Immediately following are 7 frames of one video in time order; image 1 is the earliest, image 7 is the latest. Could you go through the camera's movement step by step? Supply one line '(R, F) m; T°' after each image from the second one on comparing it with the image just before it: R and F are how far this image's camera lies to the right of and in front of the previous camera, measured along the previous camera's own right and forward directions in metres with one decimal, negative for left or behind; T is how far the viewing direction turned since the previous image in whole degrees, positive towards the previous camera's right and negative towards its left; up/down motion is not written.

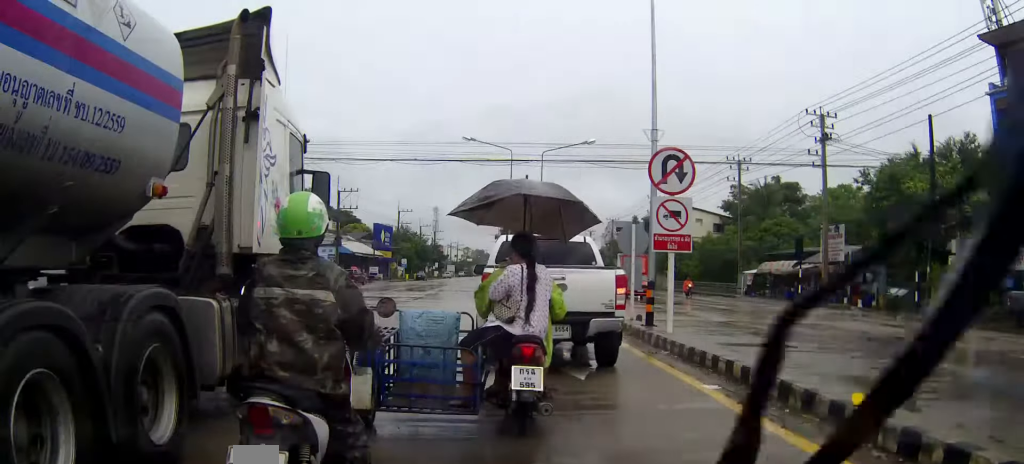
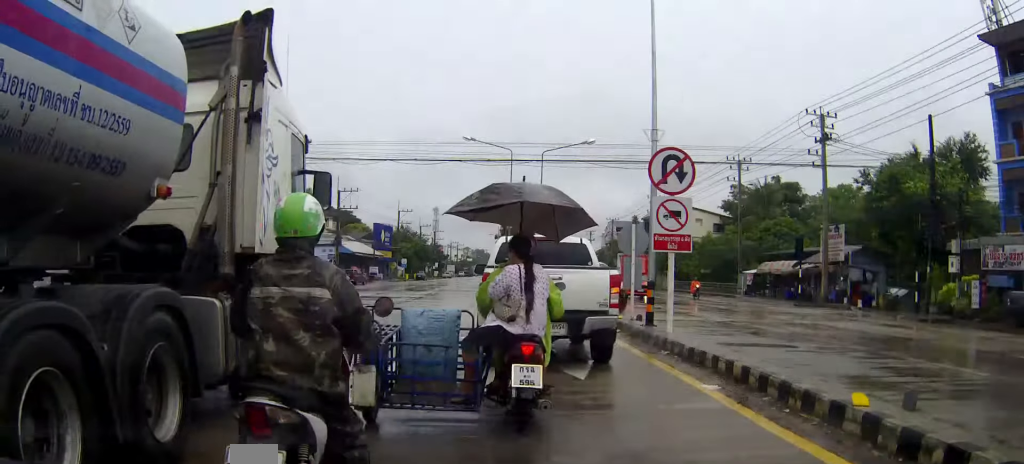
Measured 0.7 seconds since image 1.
(0.0, 0.0) m; 0°
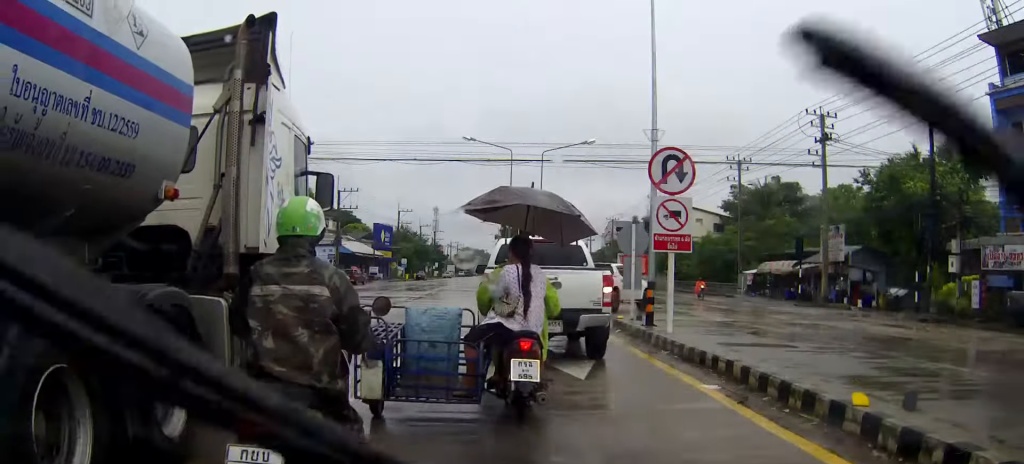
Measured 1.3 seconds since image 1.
(0.0, 0.0) m; 0°
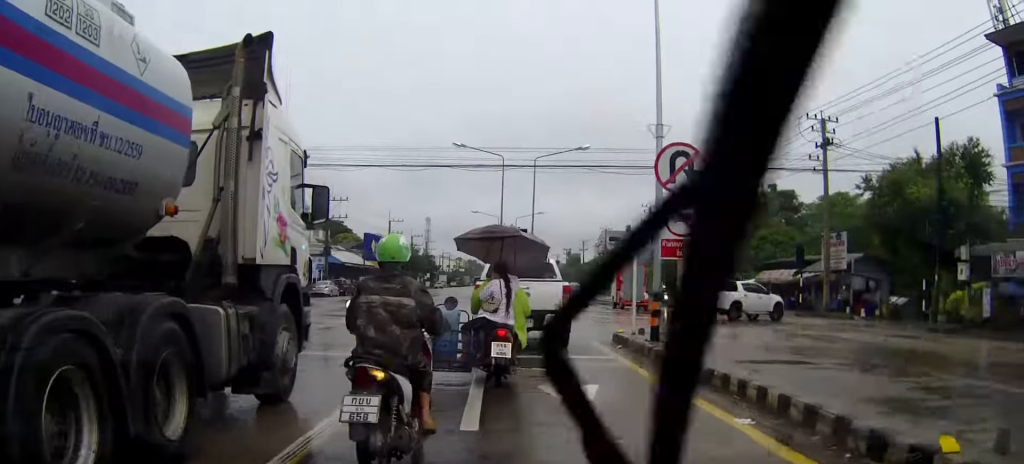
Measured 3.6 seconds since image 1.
(0.0, +0.4) m; 0°
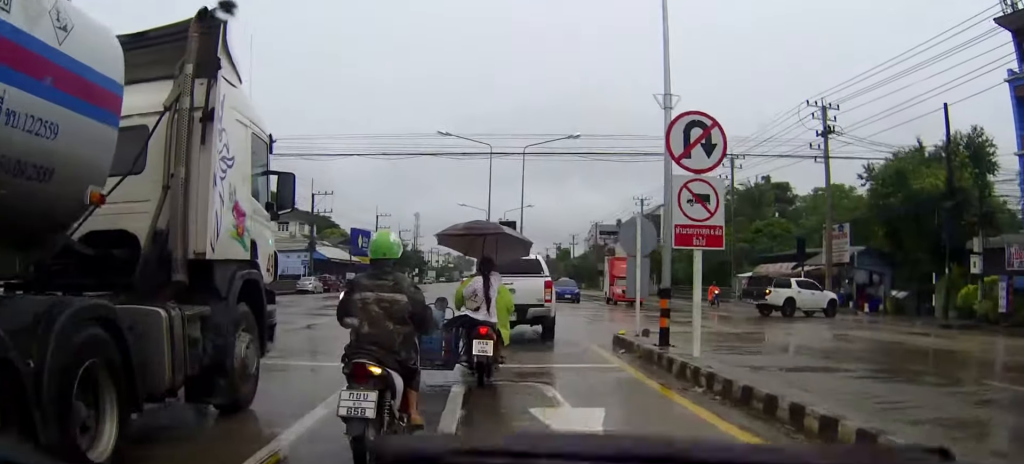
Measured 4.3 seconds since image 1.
(0.0, +0.4) m; 0°
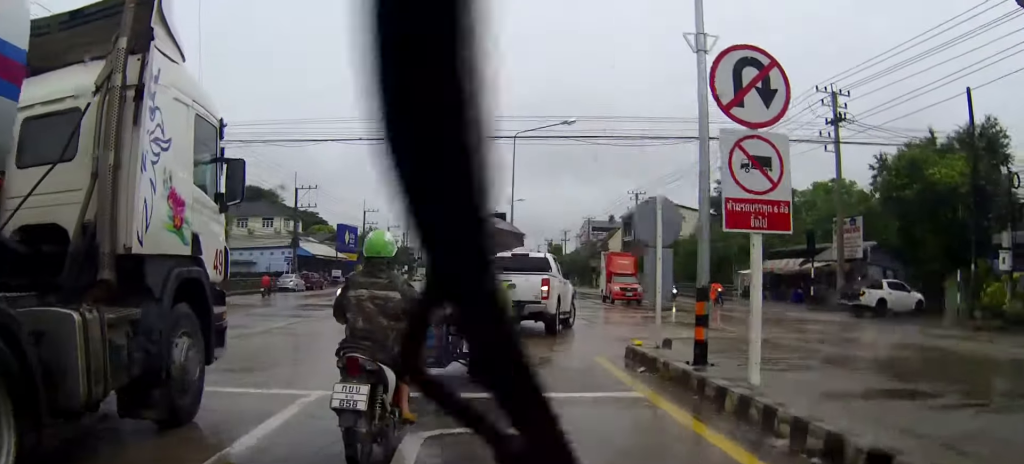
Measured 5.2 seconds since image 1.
(0.0, +1.6) m; 0°
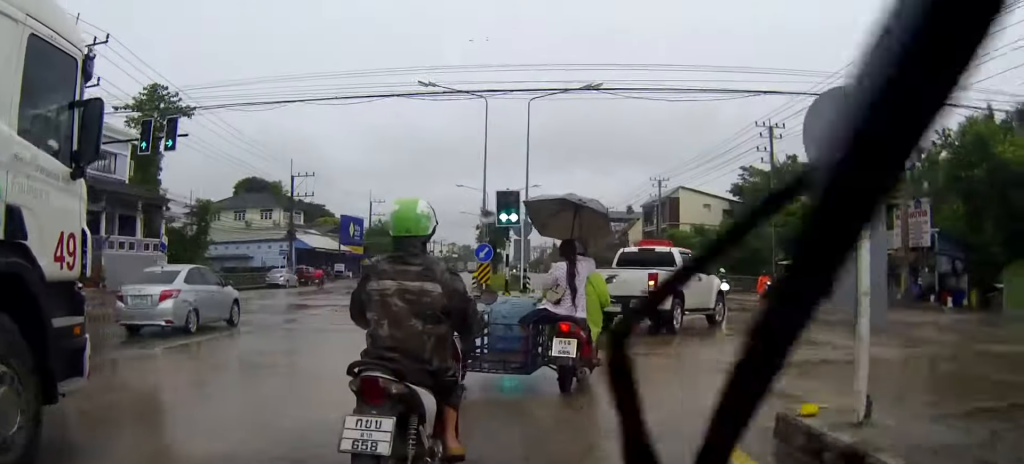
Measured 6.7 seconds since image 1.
(0.0, +5.4) m; 0°
